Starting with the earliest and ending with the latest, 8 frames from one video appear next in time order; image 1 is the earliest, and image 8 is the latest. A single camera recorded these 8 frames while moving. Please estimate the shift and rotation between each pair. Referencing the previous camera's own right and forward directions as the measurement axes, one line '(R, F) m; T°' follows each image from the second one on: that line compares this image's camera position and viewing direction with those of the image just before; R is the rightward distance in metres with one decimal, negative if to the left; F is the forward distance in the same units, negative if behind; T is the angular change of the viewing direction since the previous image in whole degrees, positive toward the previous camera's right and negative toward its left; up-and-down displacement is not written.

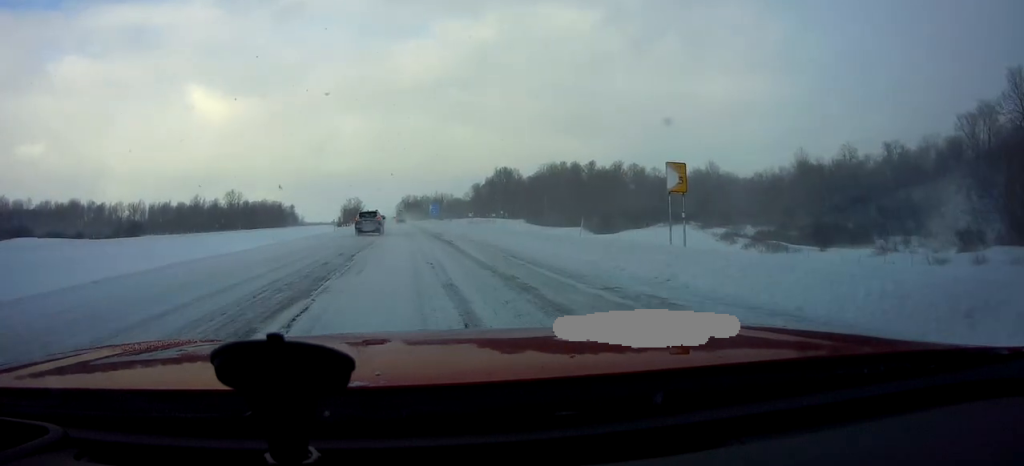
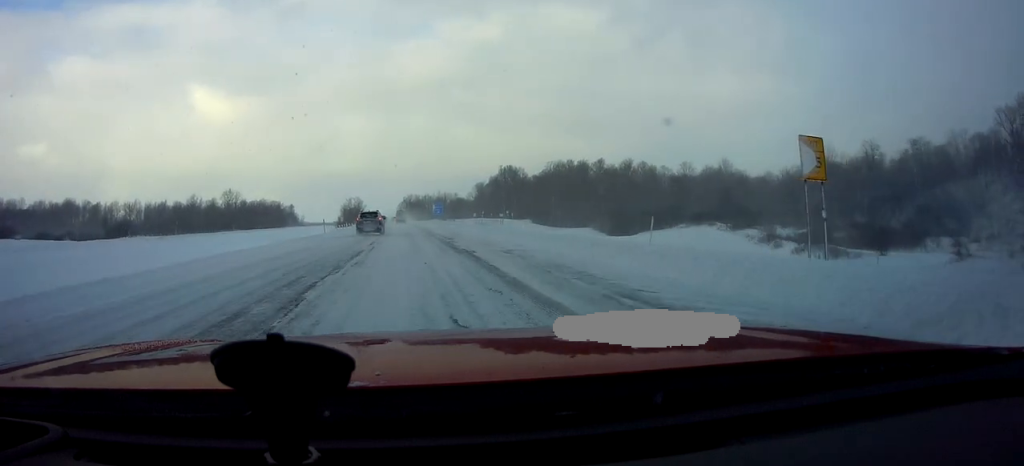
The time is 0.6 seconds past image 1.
(-0.2, +8.0) m; -2°
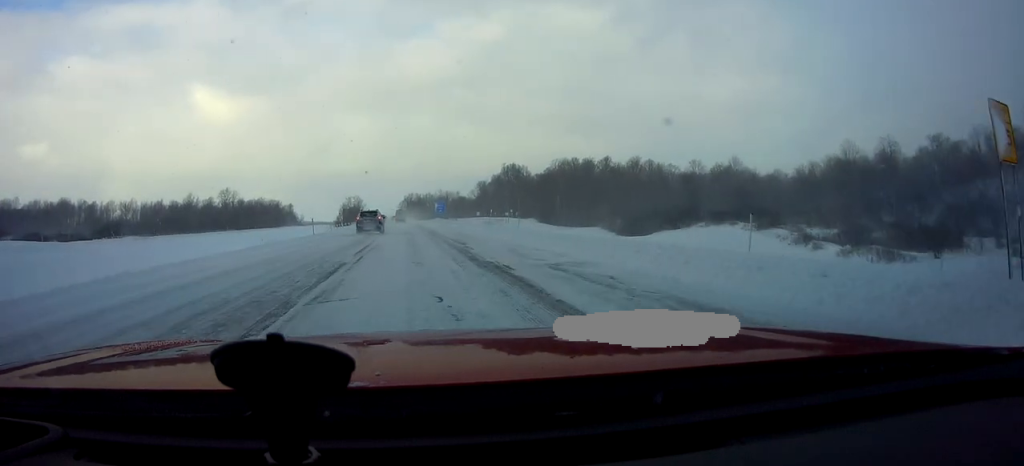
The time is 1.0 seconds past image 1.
(-0.1, +6.4) m; +1°
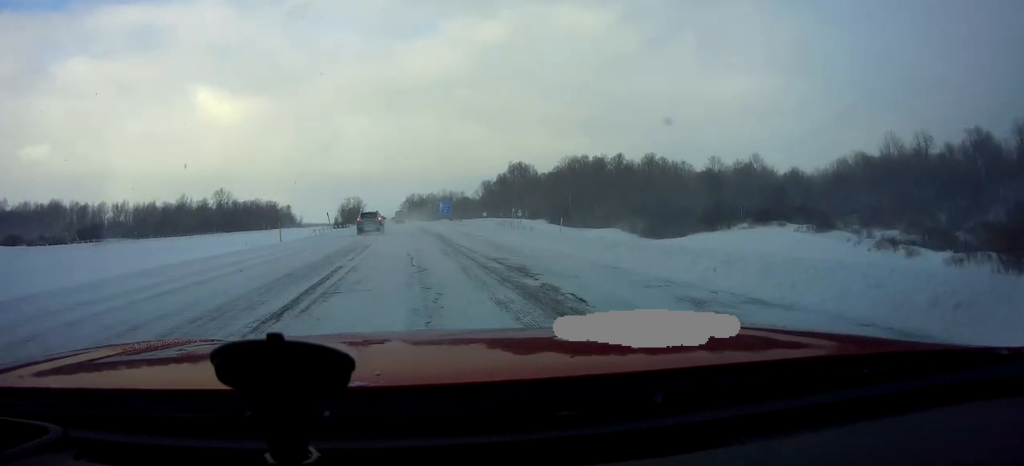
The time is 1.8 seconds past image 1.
(+0.1, +12.0) m; +1°
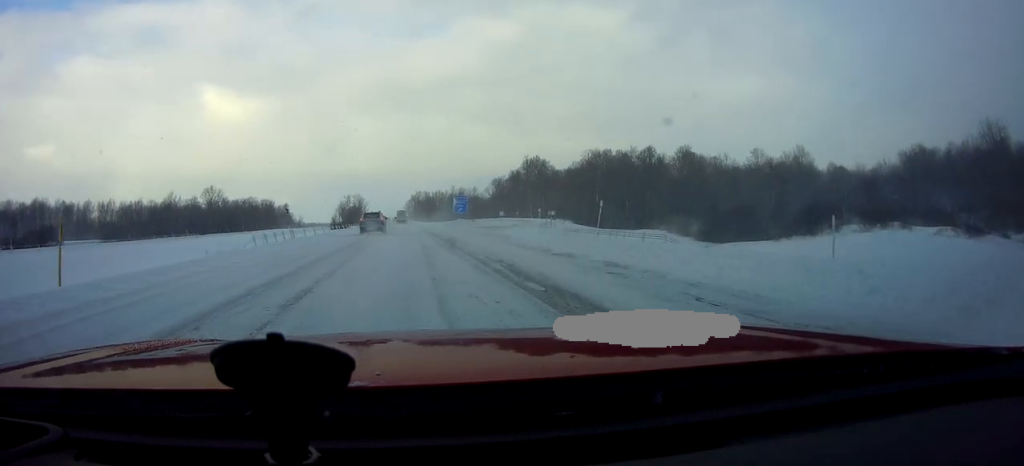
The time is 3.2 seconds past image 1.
(-0.2, +22.4) m; 0°
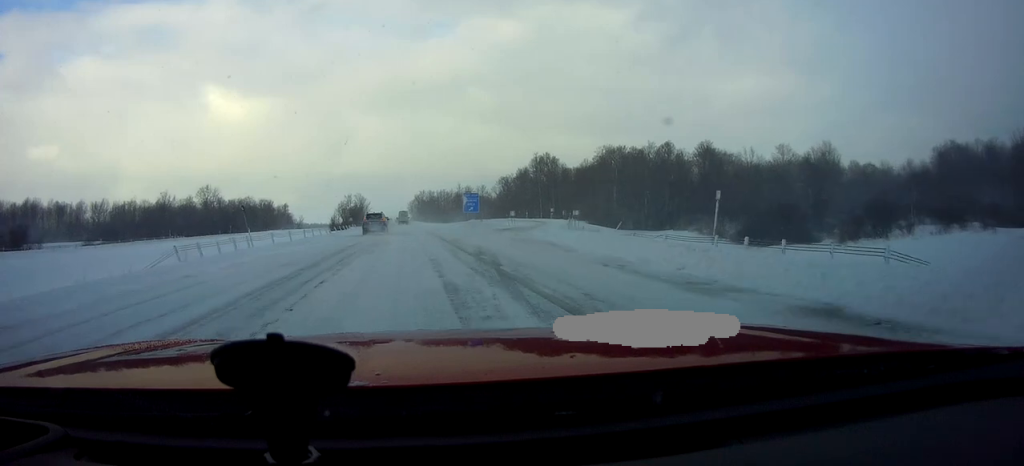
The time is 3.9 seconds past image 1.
(+0.1, +11.2) m; 0°
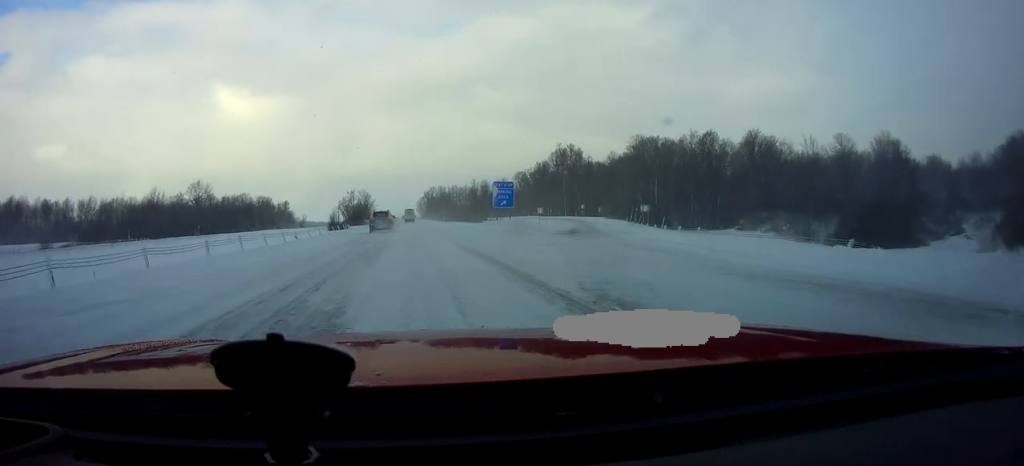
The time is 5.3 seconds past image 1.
(-0.2, +21.6) m; -2°
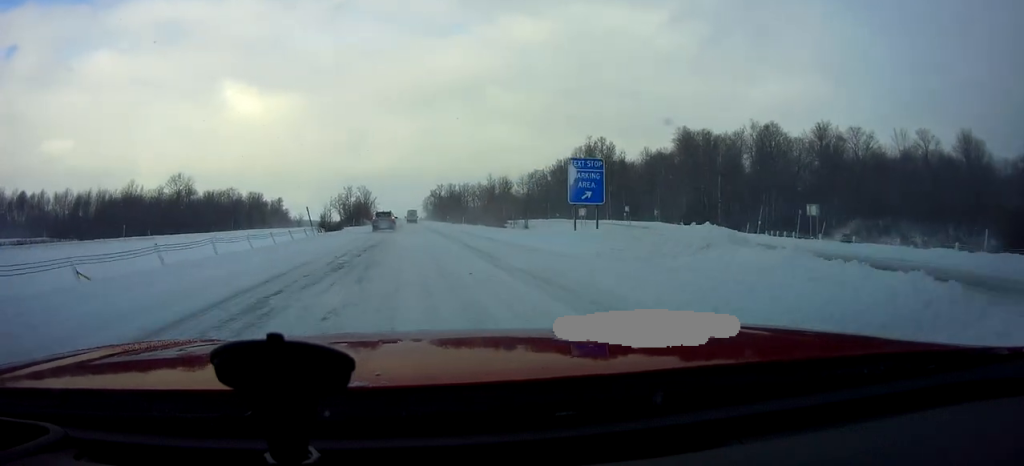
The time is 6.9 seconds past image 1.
(-0.2, +26.7) m; 0°
